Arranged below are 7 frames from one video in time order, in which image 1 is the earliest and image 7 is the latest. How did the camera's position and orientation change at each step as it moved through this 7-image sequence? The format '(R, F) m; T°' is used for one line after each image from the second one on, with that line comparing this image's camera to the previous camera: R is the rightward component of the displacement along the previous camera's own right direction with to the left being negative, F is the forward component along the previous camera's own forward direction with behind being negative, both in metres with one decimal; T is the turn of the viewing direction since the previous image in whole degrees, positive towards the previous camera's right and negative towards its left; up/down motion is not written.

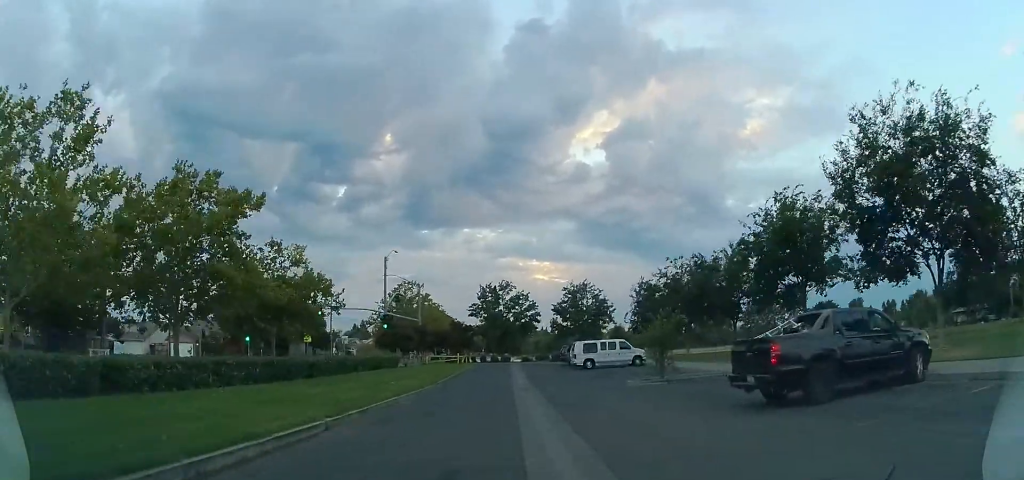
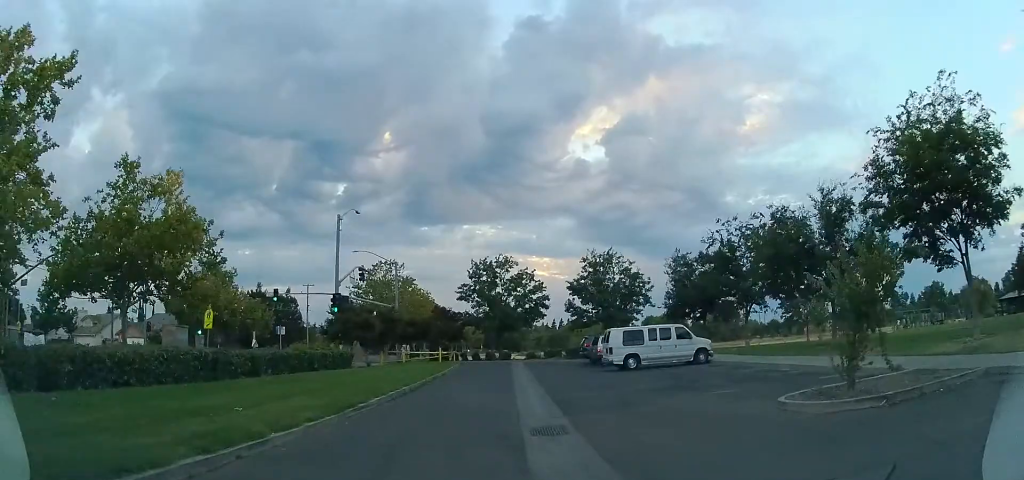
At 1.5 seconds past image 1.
(0.0, +13.0) m; 0°
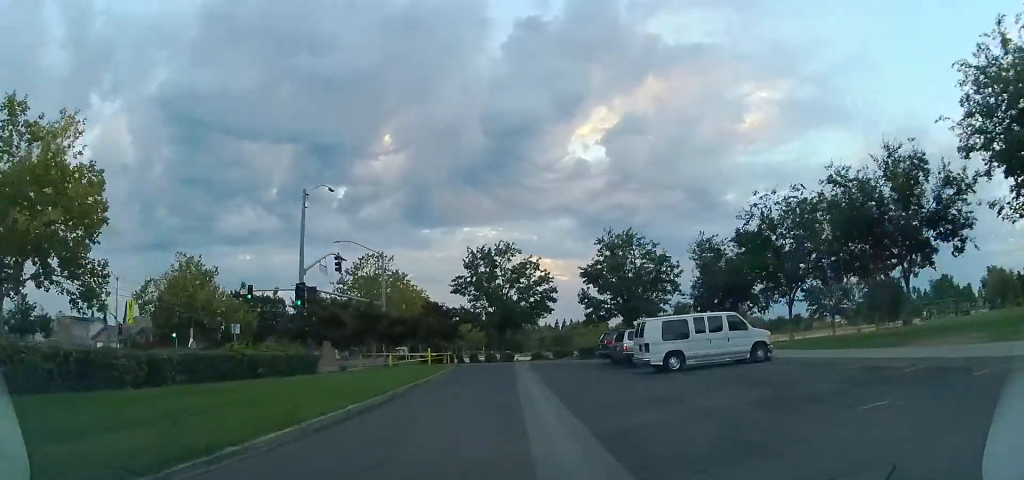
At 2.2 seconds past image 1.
(0.0, +6.0) m; 0°
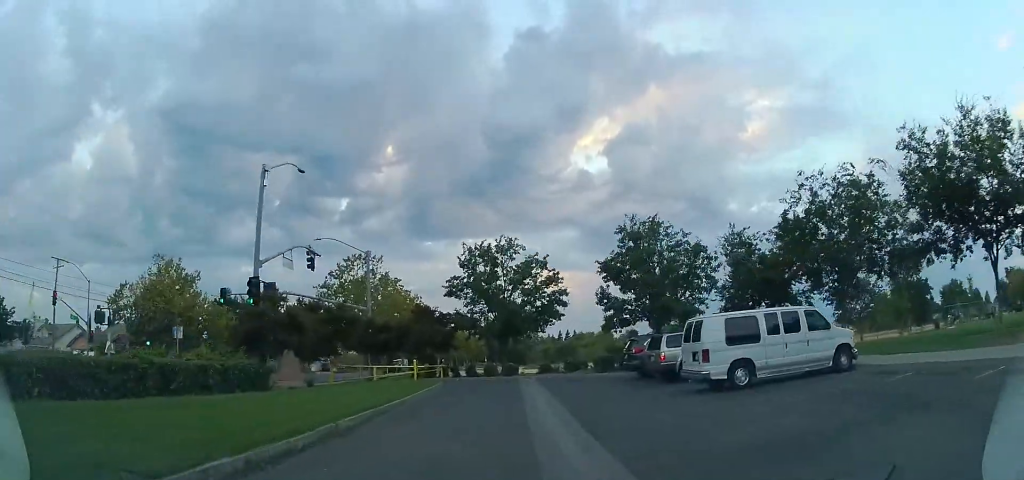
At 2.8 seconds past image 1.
(0.0, +5.4) m; 0°
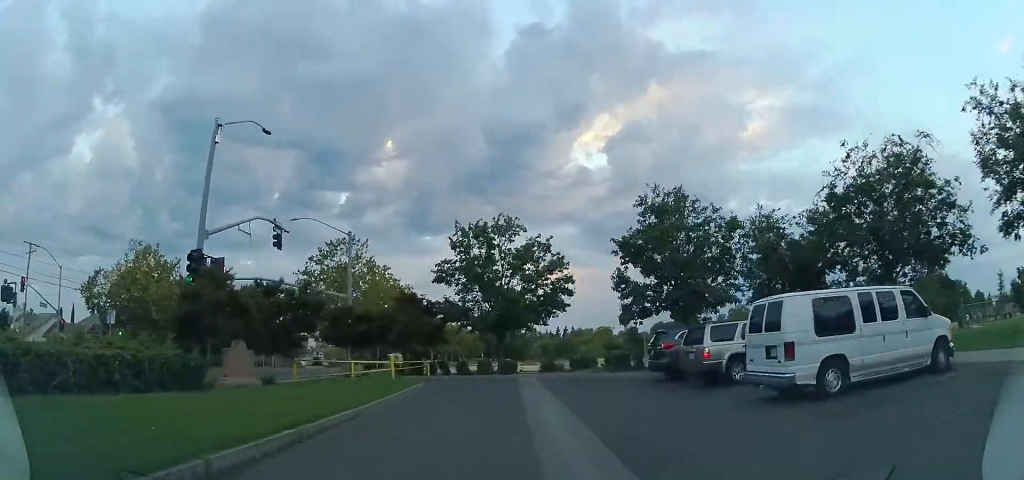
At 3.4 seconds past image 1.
(0.0, +4.3) m; 0°
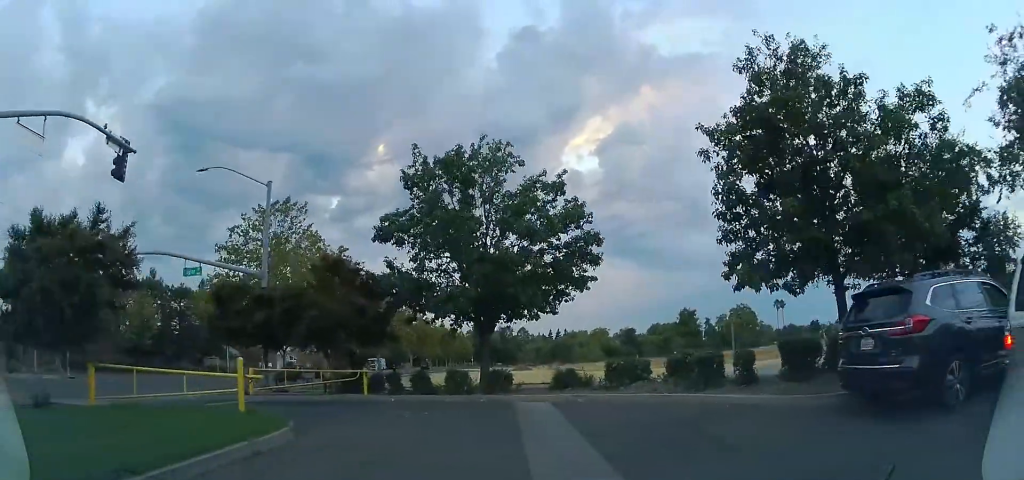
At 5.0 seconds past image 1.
(0.0, +12.3) m; 0°
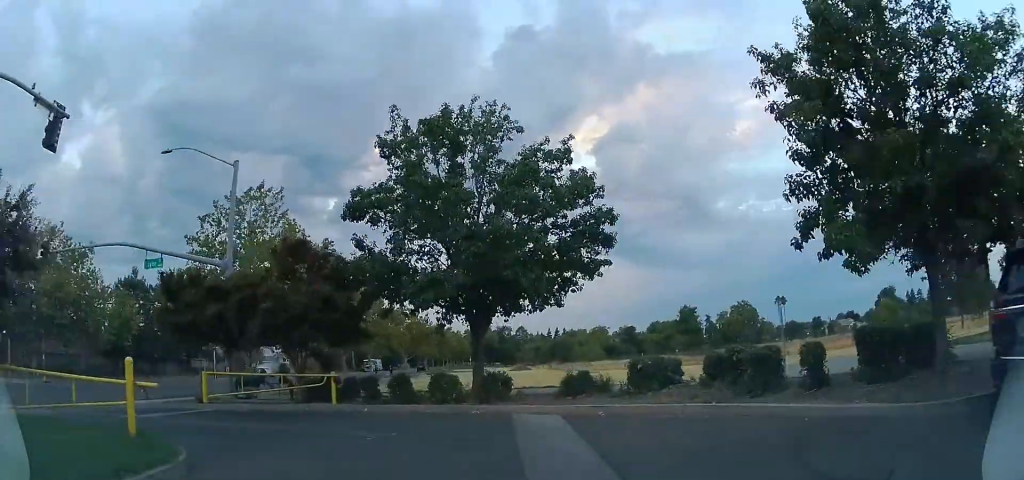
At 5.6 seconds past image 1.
(0.0, +3.4) m; 0°
